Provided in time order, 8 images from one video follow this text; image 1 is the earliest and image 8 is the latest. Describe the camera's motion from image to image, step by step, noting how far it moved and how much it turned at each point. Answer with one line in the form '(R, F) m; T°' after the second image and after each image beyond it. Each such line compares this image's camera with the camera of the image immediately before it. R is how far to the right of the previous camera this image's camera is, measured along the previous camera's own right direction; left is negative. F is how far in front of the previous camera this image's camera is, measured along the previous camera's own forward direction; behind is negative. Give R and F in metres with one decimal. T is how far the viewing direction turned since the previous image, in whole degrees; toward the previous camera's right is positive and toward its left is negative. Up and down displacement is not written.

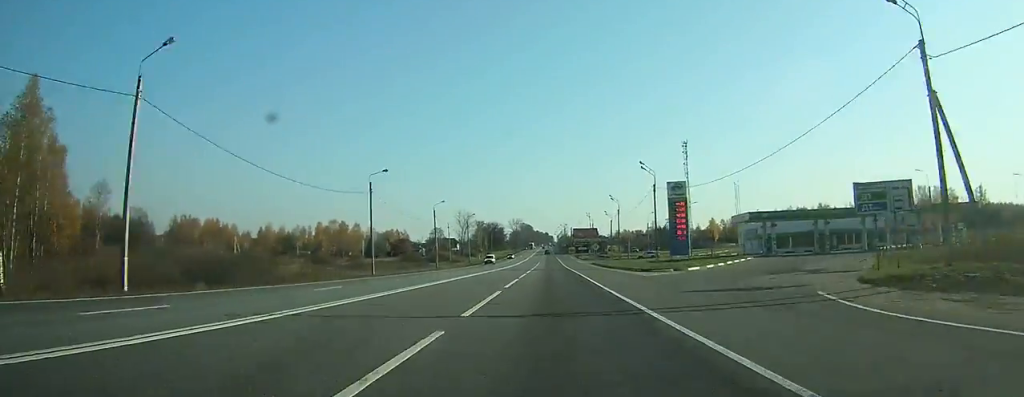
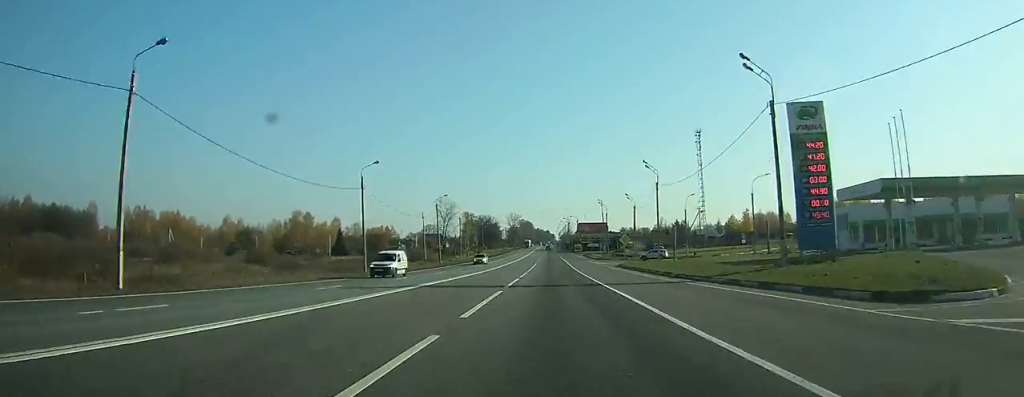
(0.0, +33.1) m; 0°
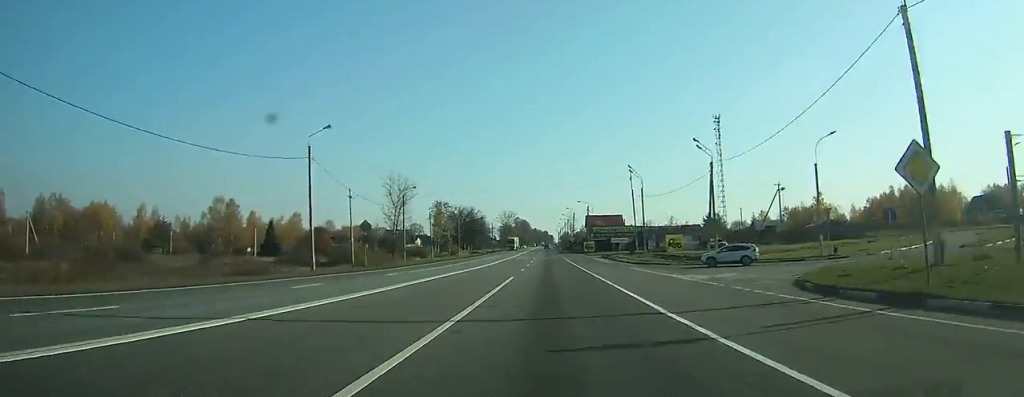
(-0.2, +47.3) m; 0°
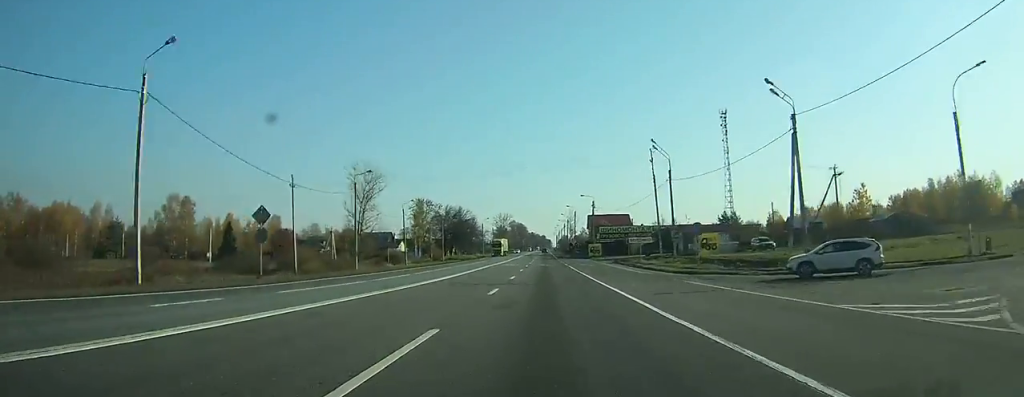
(-0.1, +19.6) m; 0°
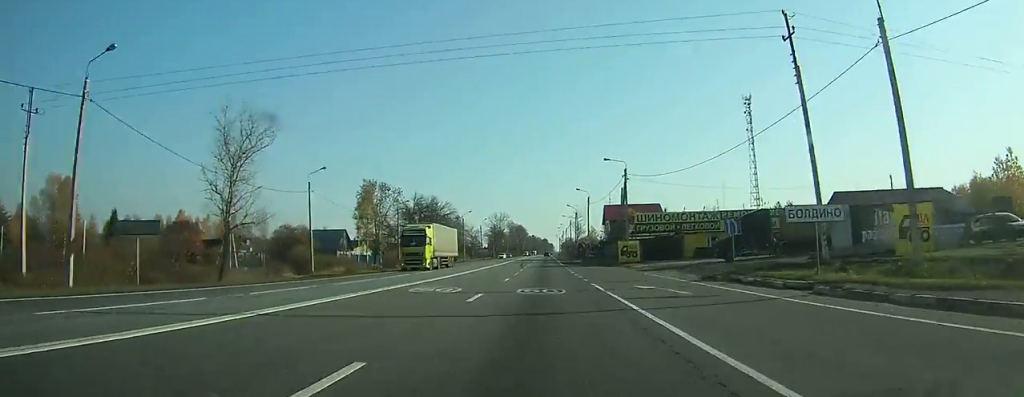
(+0.1, +41.6) m; 0°
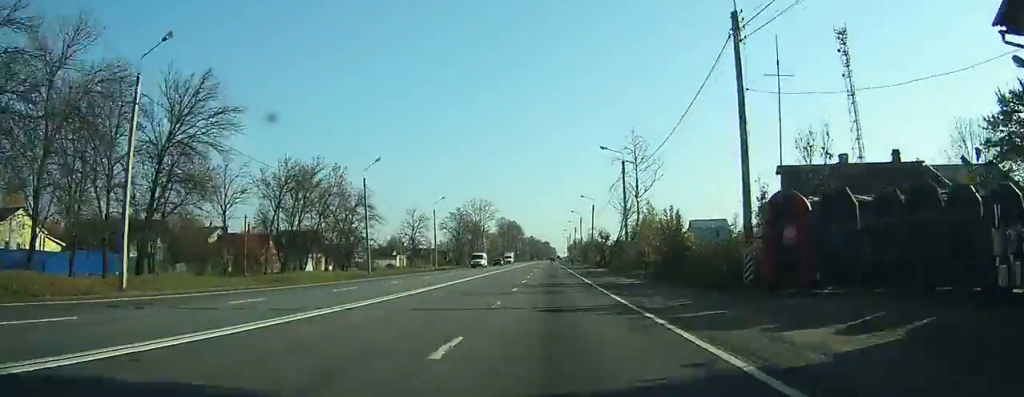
(-0.9, +98.4) m; -1°
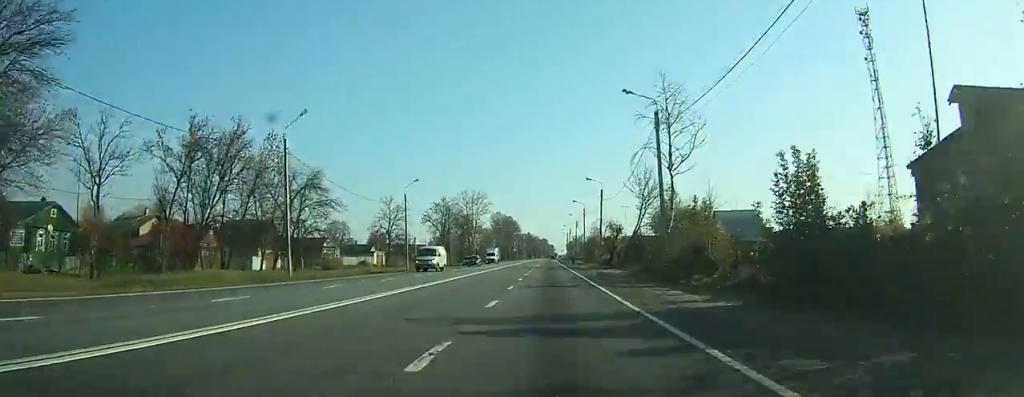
(0.0, +15.5) m; 0°
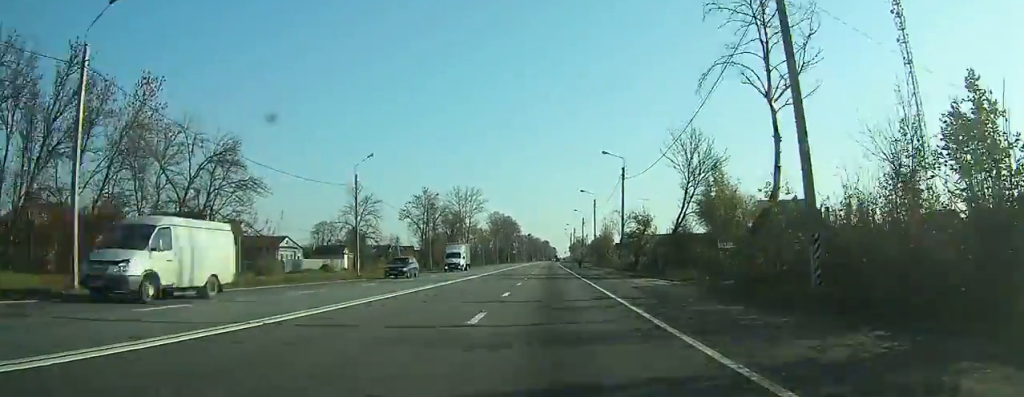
(+0.1, +18.9) m; 0°
